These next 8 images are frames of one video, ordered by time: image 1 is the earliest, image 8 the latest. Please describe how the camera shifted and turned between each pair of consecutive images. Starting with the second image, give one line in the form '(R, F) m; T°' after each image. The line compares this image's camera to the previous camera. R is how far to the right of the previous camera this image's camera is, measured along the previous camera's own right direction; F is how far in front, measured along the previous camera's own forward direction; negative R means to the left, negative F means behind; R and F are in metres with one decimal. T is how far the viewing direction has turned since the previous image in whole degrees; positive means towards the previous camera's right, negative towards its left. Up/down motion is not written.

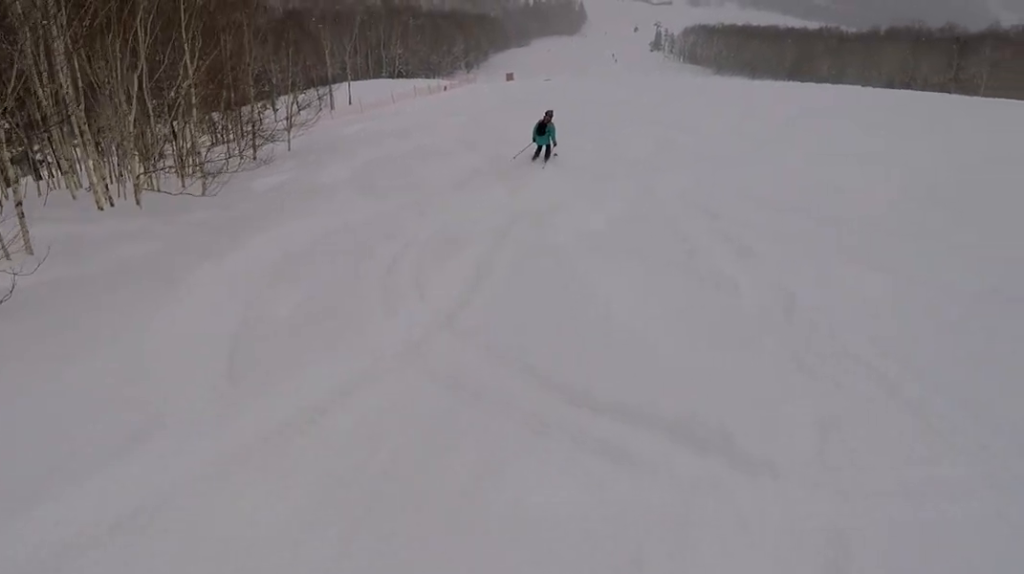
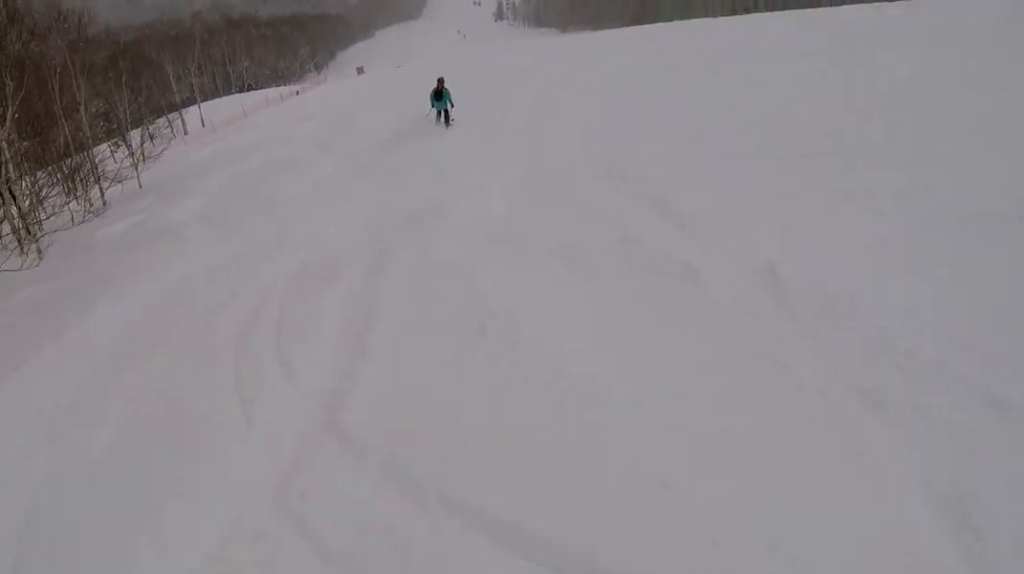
(0.0, +2.0) m; +1°
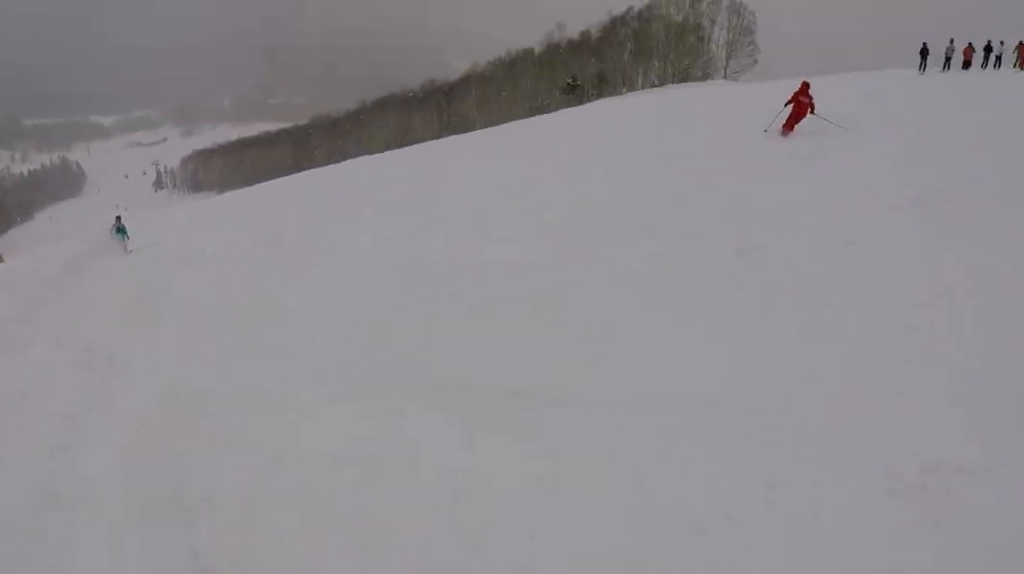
(+0.4, +6.2) m; +15°
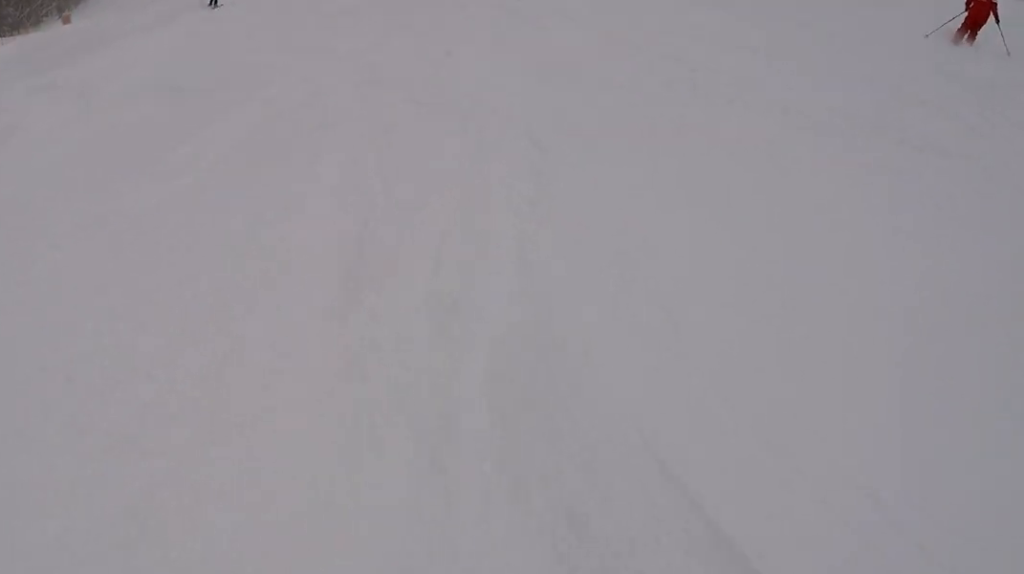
(+0.1, +5.8) m; -25°
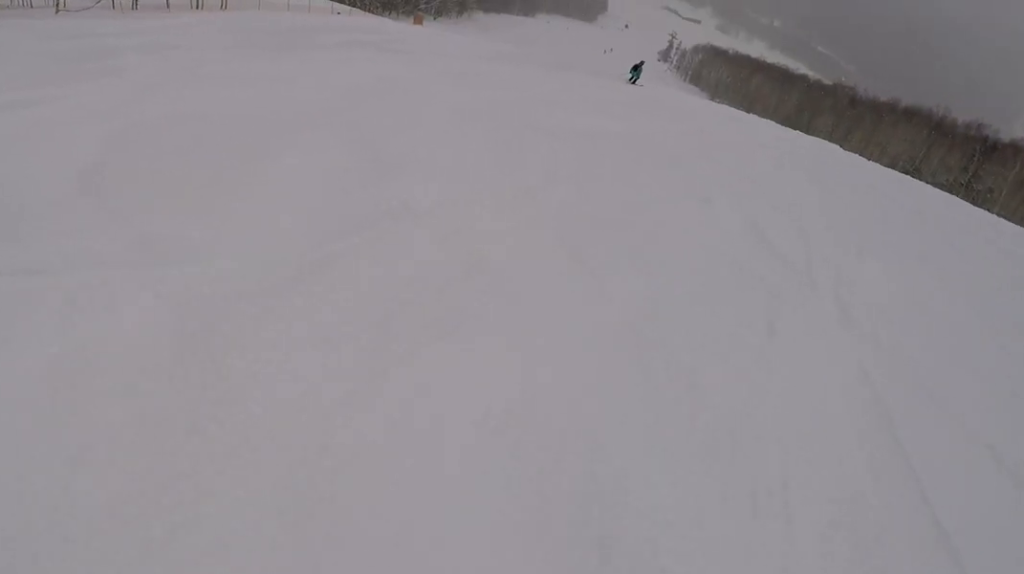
(-2.4, +5.5) m; -40°
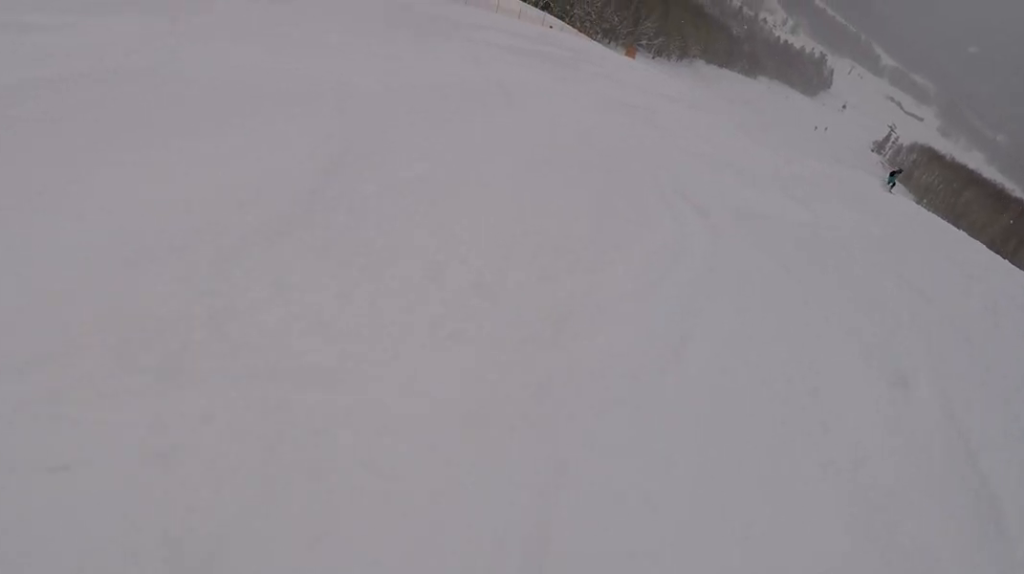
(+0.1, +2.9) m; -19°
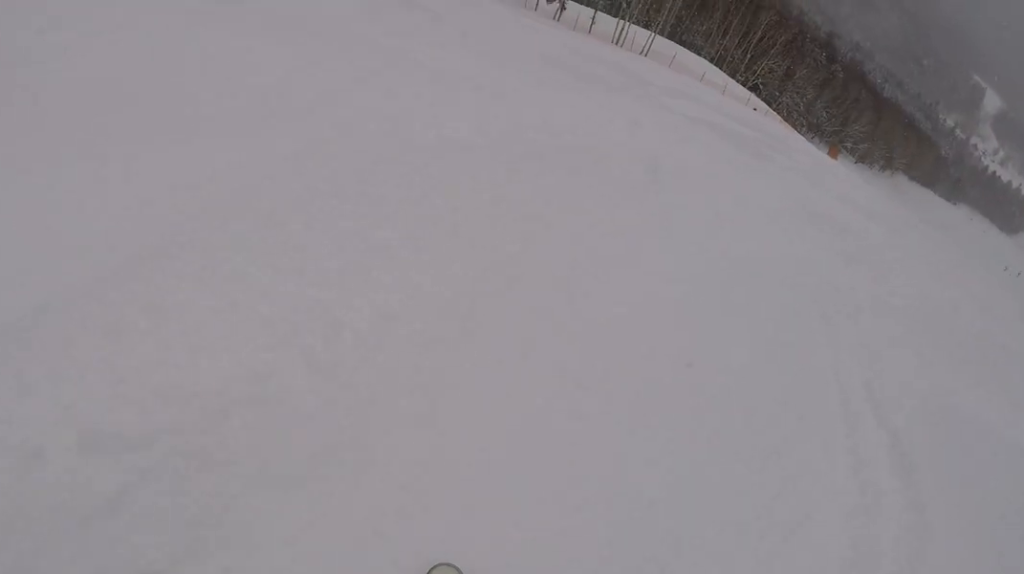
(-0.9, +2.6) m; -8°
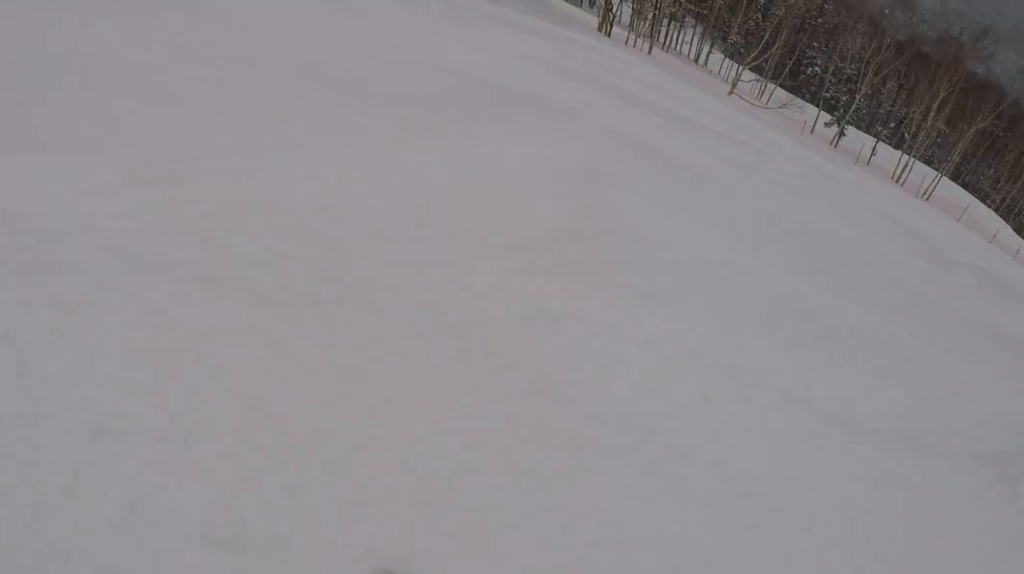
(-0.8, +4.7) m; -1°
